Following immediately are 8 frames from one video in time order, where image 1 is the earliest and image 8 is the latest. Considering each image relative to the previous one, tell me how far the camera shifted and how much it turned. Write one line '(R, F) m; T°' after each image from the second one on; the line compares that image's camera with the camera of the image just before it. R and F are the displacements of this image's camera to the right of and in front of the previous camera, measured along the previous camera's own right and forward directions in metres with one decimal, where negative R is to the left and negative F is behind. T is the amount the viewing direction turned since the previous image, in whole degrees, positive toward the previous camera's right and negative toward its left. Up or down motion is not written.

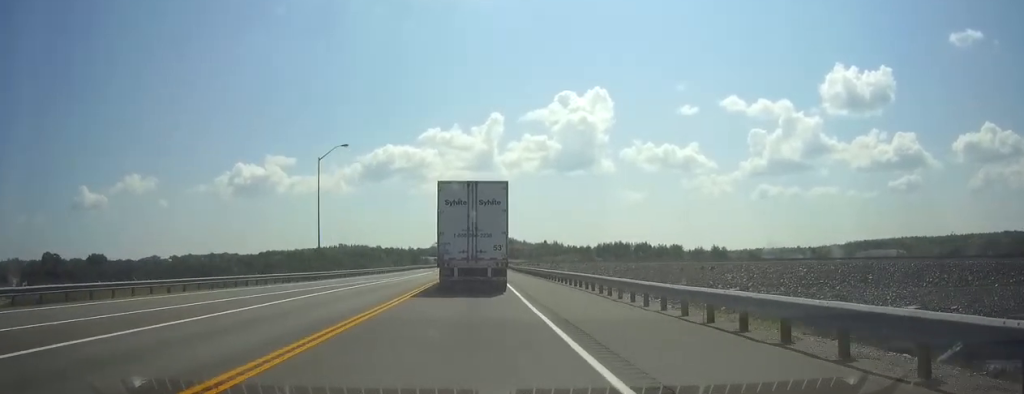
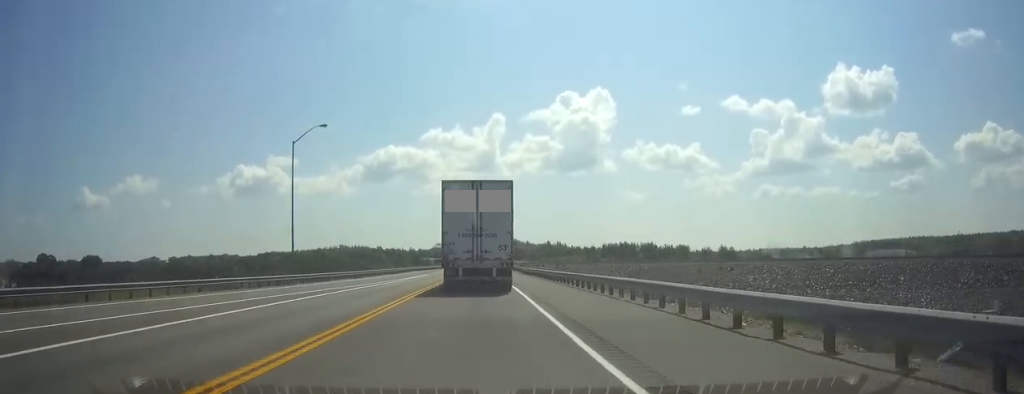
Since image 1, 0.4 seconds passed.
(0.0, +10.9) m; 0°
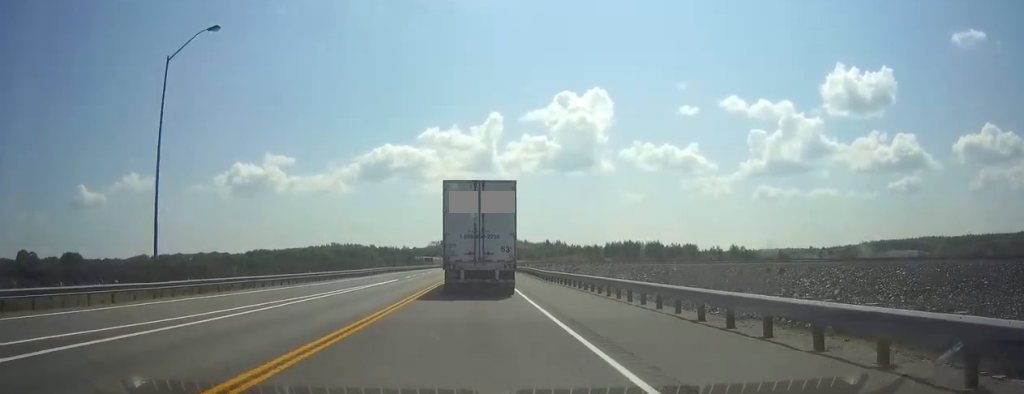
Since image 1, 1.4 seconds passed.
(0.0, +26.1) m; 0°
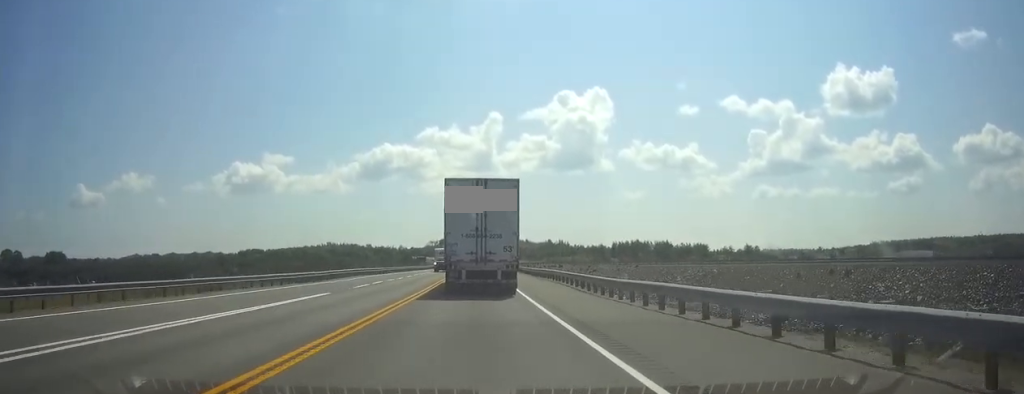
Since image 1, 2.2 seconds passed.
(0.0, +23.3) m; 0°
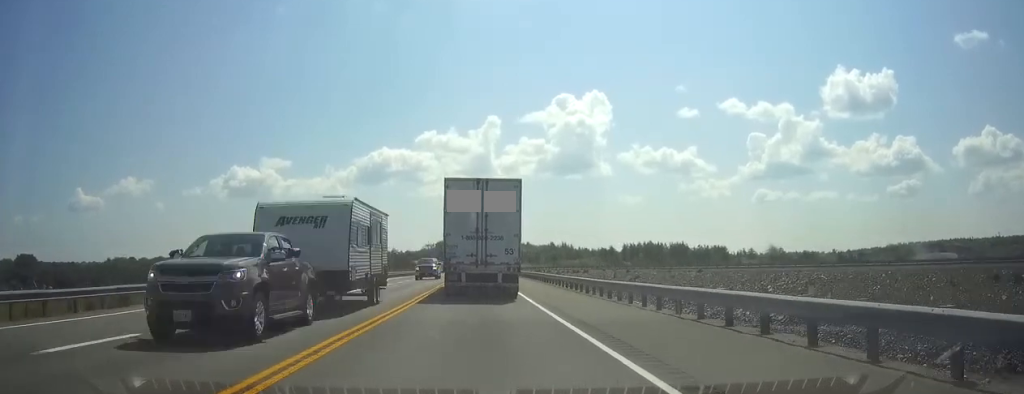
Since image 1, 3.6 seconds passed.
(0.0, +37.3) m; 0°
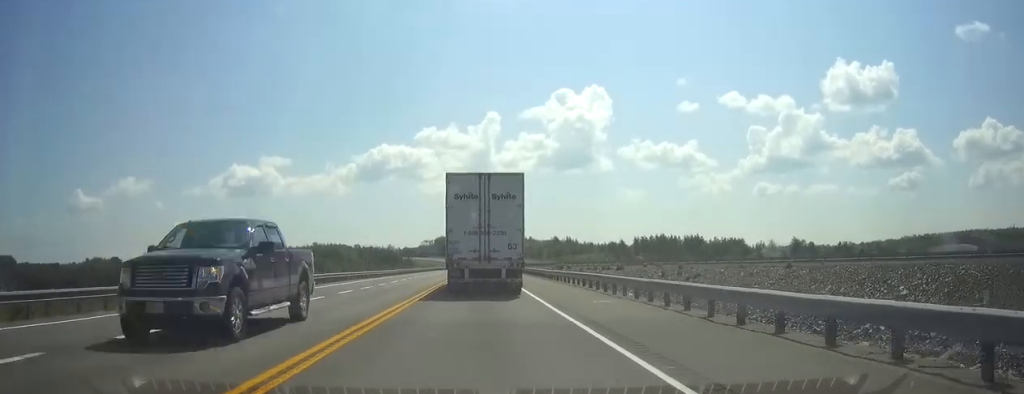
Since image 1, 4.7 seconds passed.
(0.0, +27.3) m; 0°
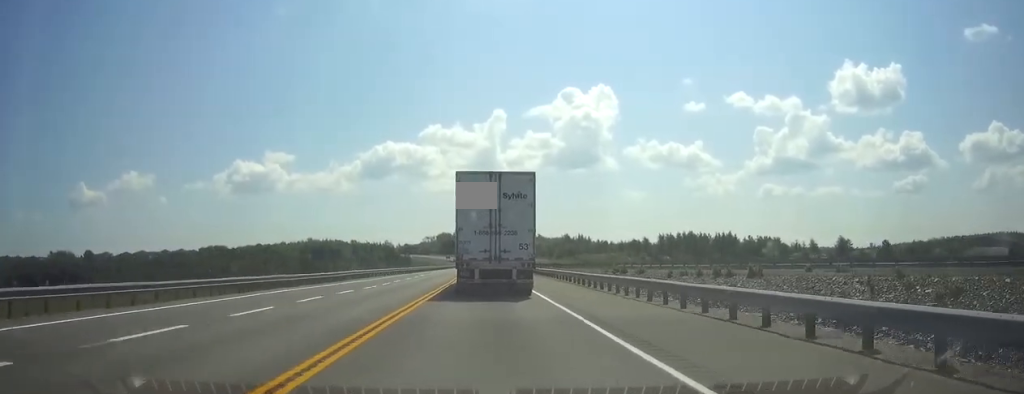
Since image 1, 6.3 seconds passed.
(0.0, +42.7) m; 0°
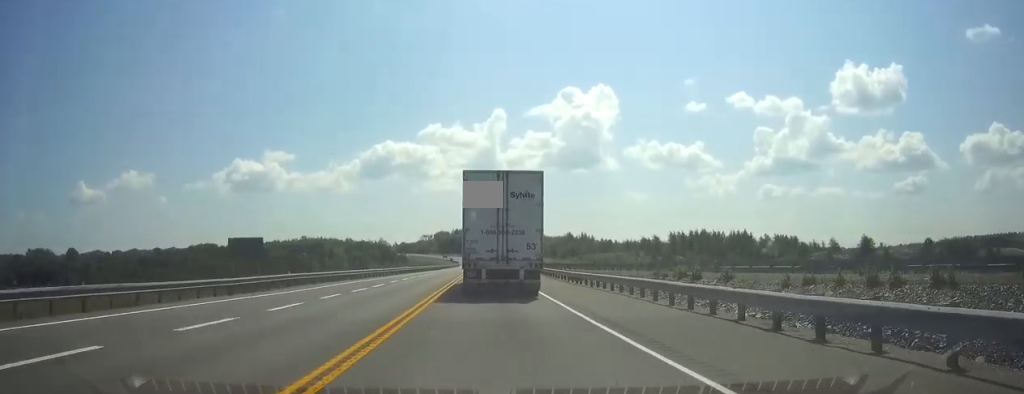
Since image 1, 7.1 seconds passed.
(0.0, +20.8) m; 0°
